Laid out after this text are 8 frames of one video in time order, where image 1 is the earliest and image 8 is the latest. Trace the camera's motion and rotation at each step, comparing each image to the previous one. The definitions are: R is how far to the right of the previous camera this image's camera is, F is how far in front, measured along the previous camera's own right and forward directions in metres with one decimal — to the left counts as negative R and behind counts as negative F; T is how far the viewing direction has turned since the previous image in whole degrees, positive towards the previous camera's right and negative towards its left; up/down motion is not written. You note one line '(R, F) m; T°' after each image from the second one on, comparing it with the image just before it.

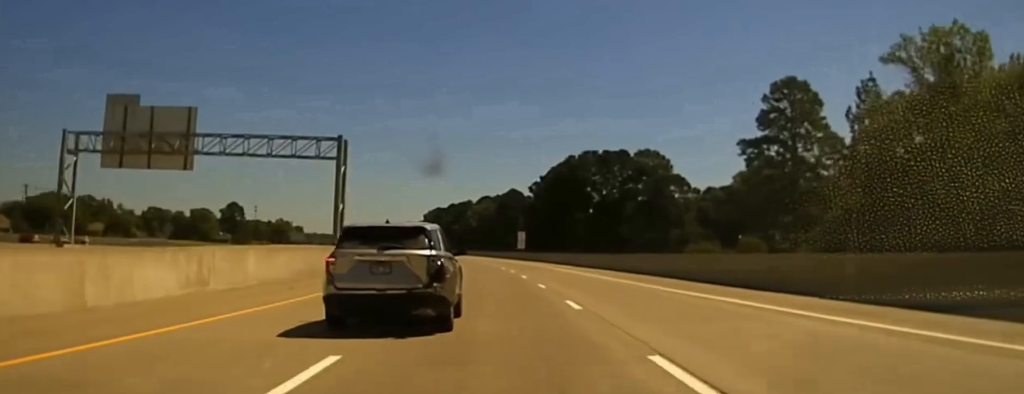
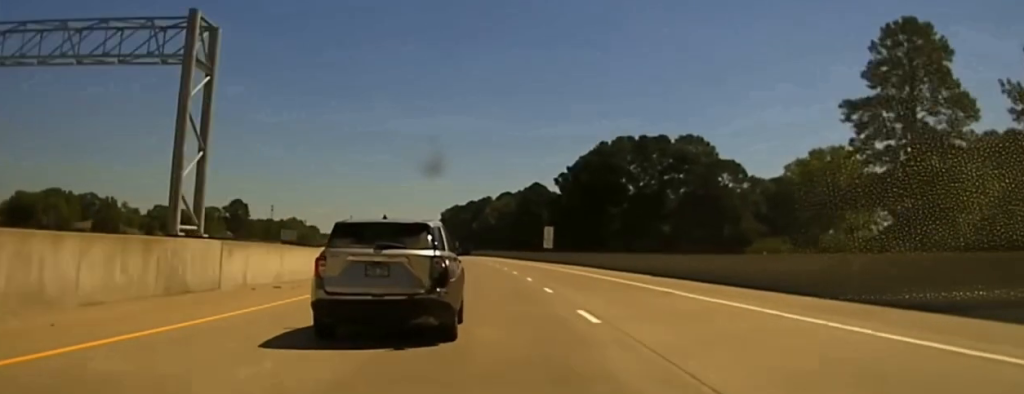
(-0.5, +28.5) m; -1°
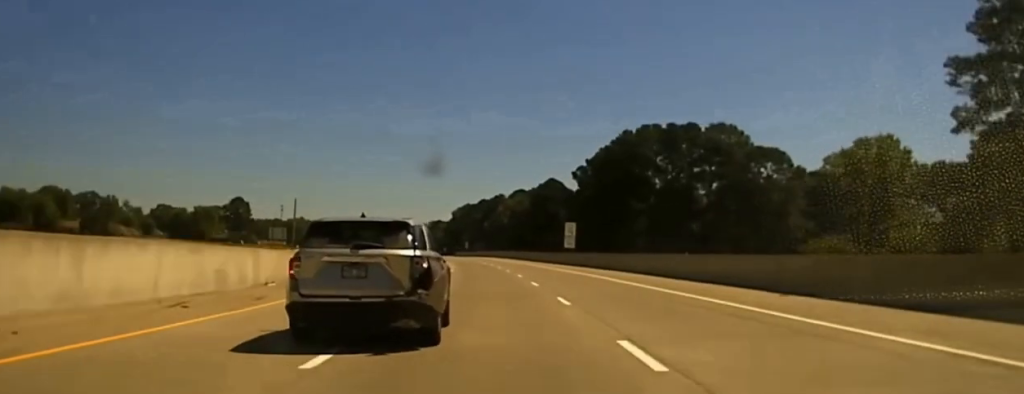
(-0.2, +18.5) m; -1°
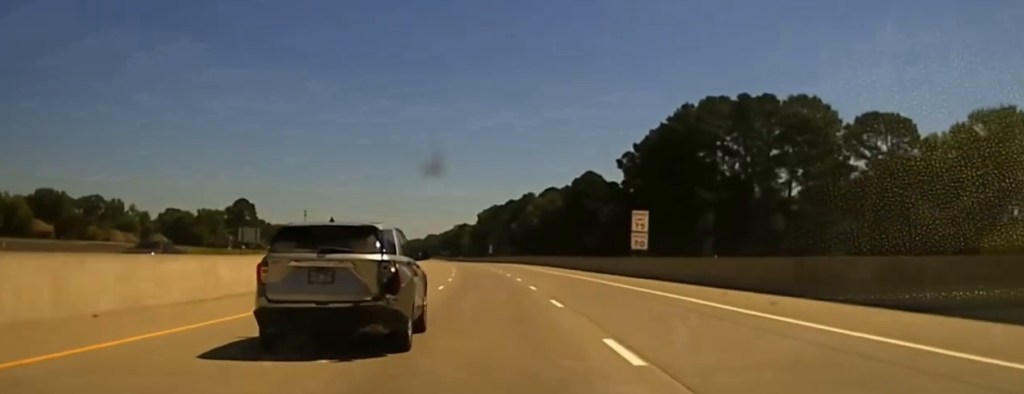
(-0.4, +35.8) m; -1°
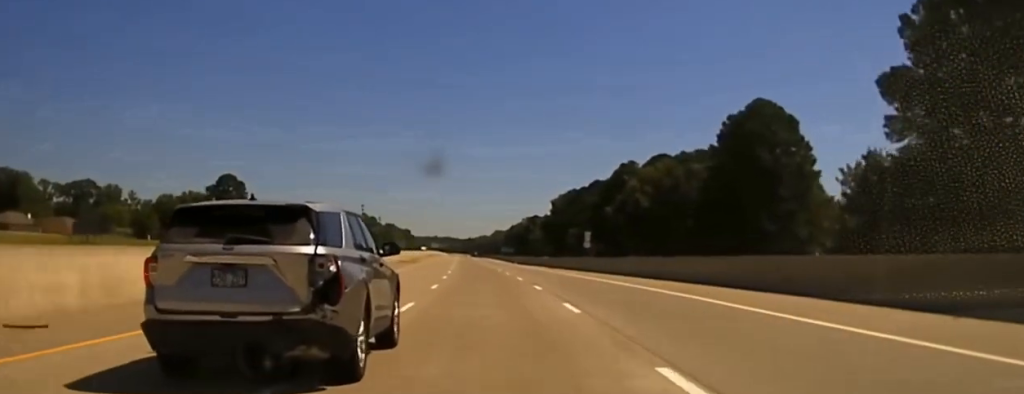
(-3.5, +100.0) m; -4°
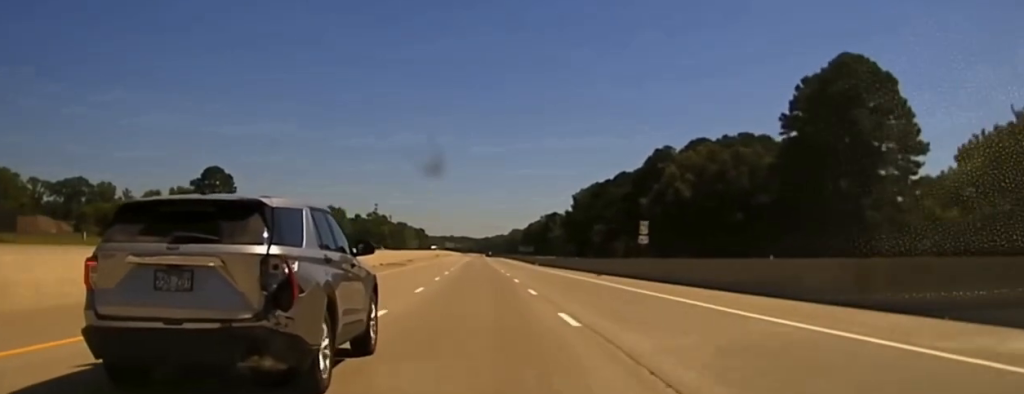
(-0.3, +27.7) m; -1°
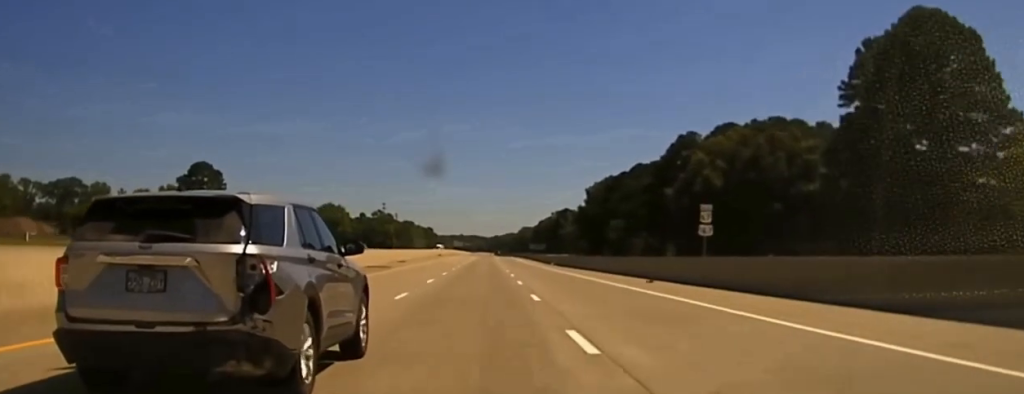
(-0.2, +15.1) m; 0°
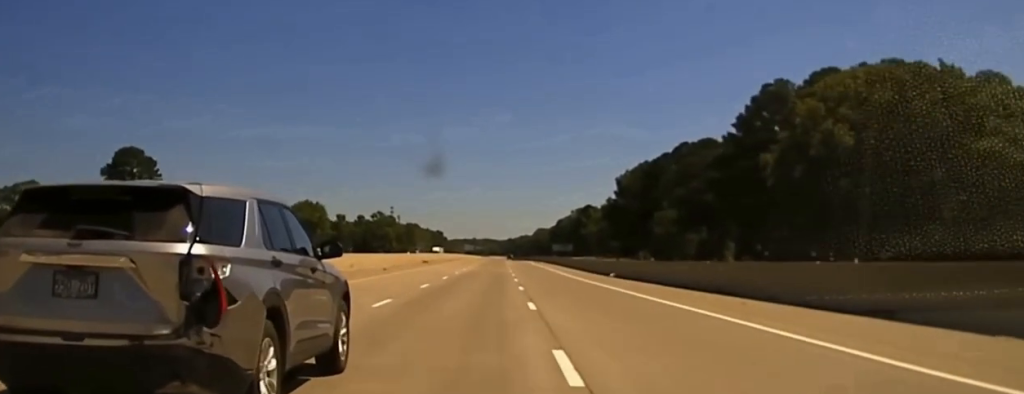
(-0.4, +48.5) m; 0°
